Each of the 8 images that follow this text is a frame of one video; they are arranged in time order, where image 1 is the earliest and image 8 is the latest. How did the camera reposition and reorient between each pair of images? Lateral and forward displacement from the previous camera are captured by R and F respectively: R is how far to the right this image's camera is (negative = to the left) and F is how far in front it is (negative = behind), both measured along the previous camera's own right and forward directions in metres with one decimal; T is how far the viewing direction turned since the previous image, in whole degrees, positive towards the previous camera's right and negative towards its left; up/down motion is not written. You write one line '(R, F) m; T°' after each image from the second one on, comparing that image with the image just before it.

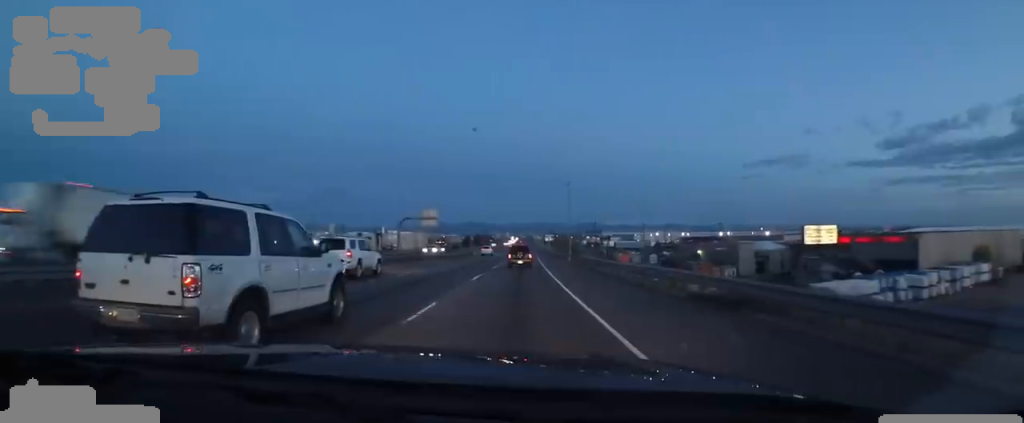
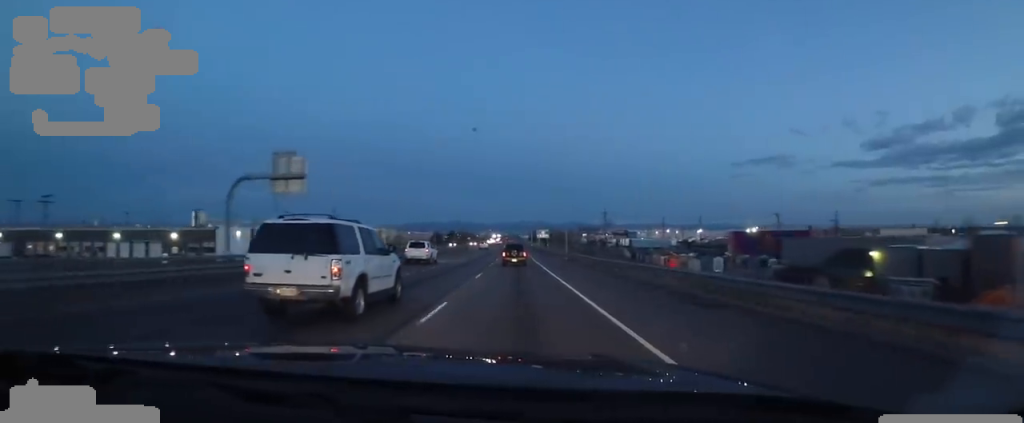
(+2.3, +60.7) m; +4°
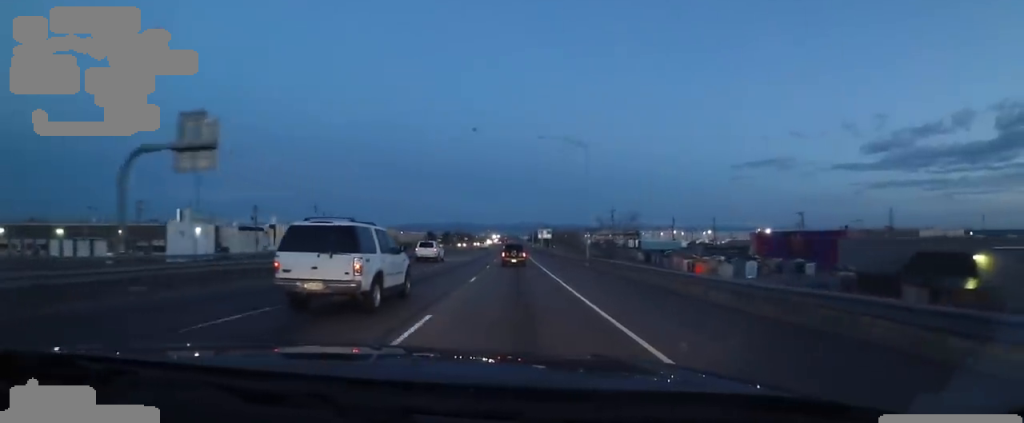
(+0.5, +14.9) m; -1°
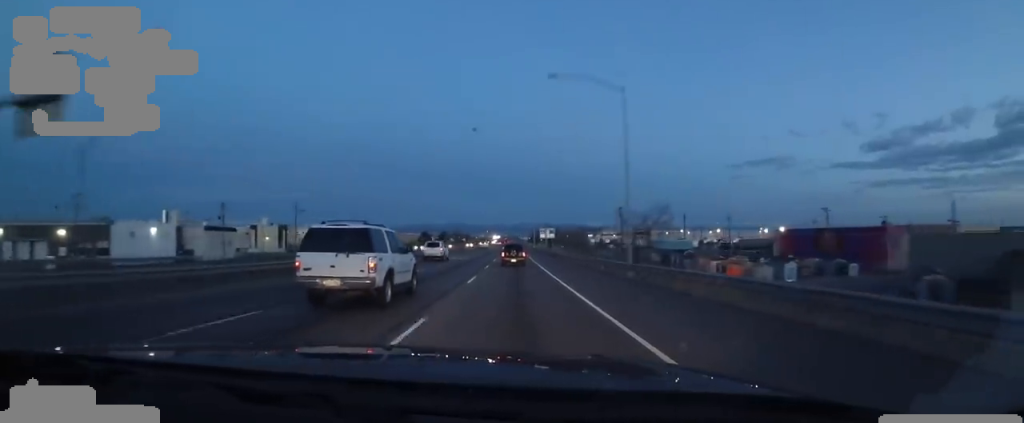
(-0.8, +12.8) m; -1°
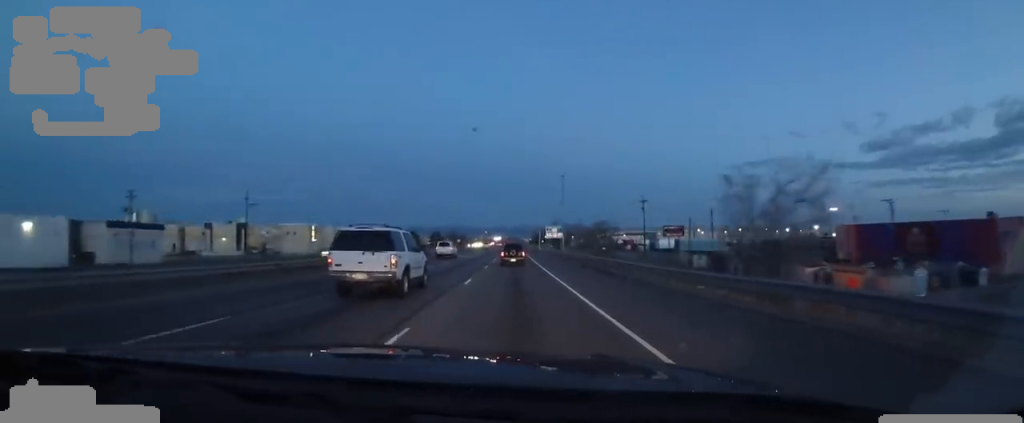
(-0.3, +25.7) m; +2°
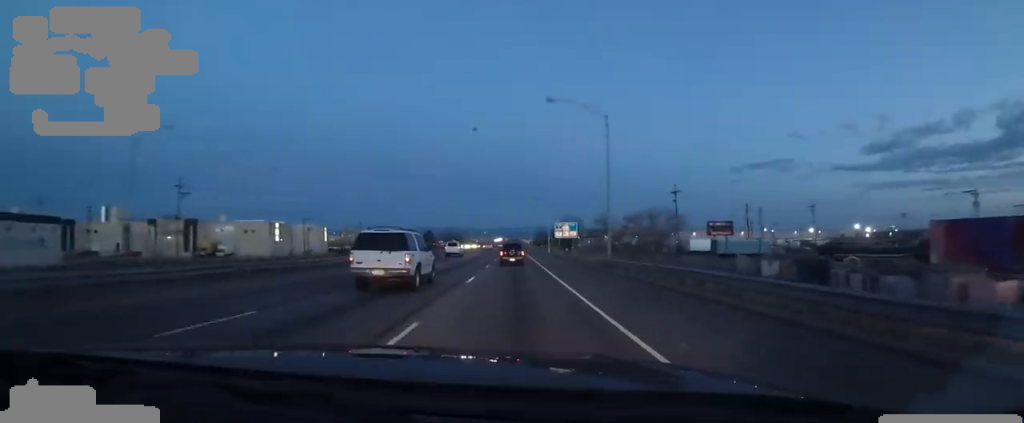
(+0.8, +24.1) m; +1°
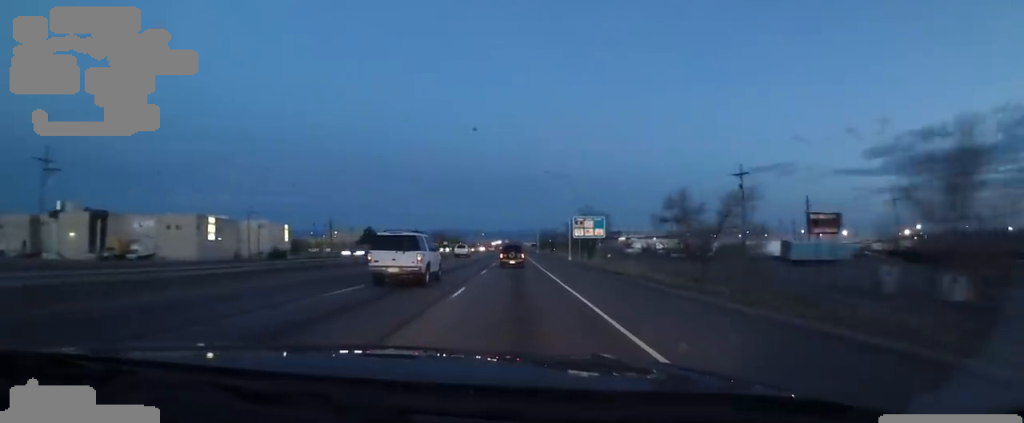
(-0.7, +29.1) m; -2°
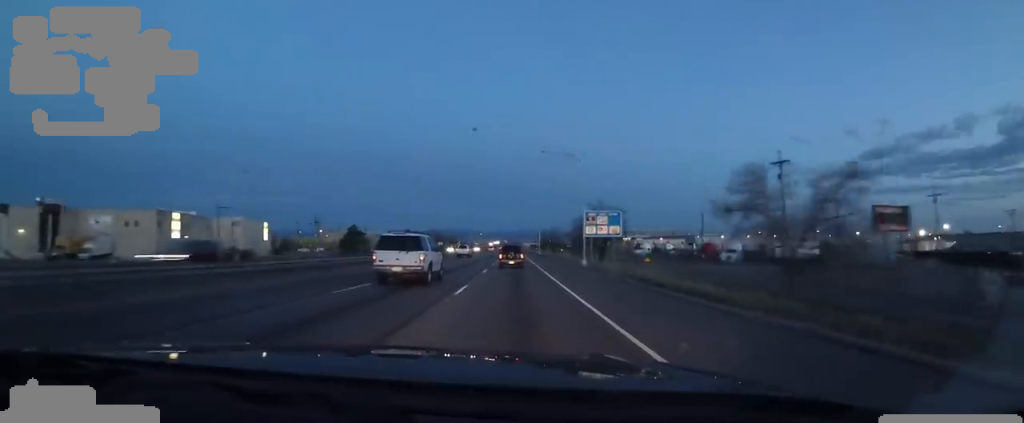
(-0.8, +11.1) m; 0°
